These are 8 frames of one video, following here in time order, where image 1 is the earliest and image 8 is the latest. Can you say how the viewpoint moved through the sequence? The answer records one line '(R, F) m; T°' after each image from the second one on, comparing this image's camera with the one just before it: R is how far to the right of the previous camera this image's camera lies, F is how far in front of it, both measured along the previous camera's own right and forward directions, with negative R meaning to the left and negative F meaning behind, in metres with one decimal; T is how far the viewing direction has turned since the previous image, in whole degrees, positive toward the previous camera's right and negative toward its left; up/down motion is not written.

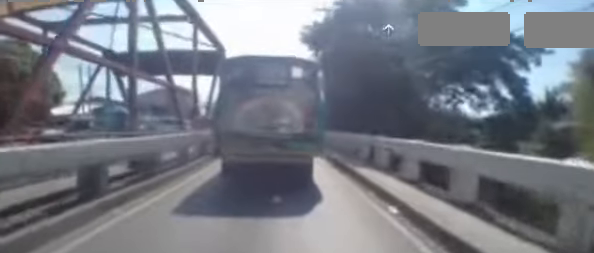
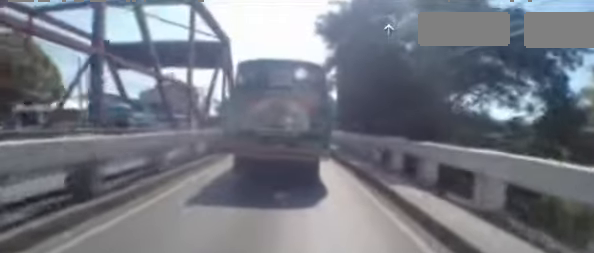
(-0.2, +2.8) m; 0°
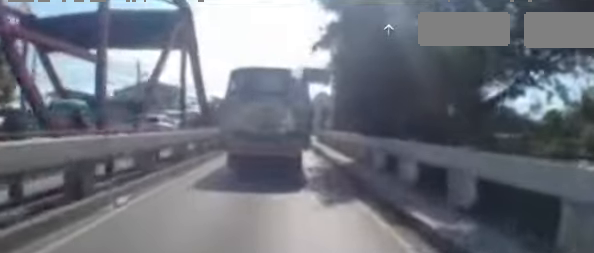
(+0.2, +6.2) m; +5°
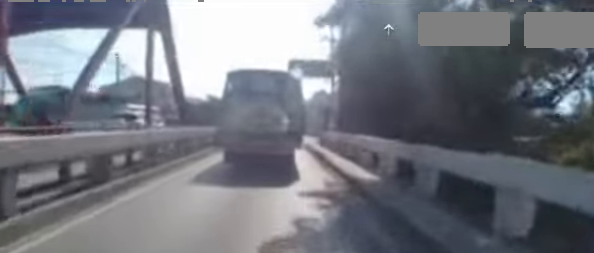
(+0.1, +3.2) m; +5°
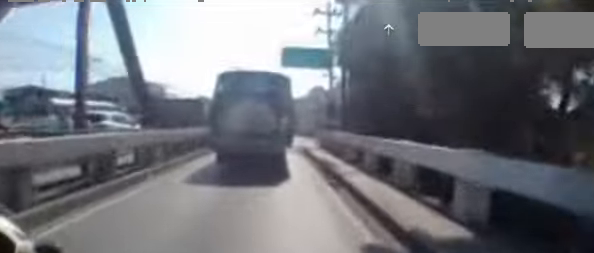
(+0.2, +3.5) m; +3°
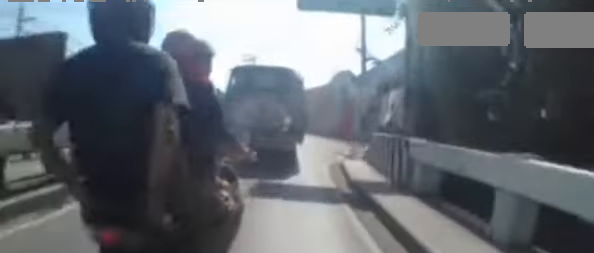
(-0.2, +9.0) m; -5°
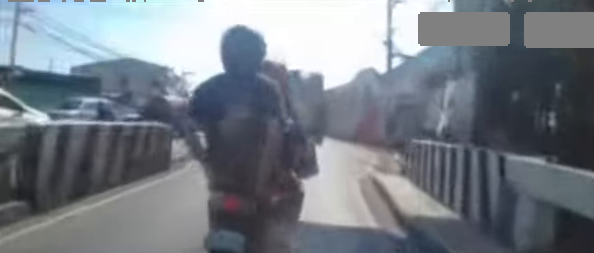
(0.0, +2.0) m; -1°
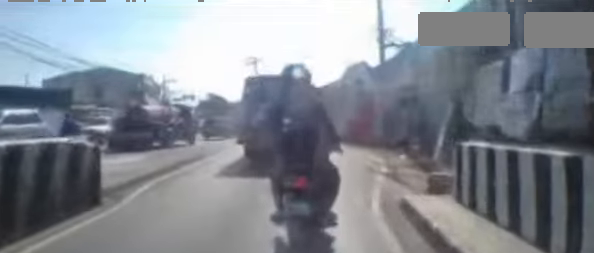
(0.0, +2.1) m; 0°
